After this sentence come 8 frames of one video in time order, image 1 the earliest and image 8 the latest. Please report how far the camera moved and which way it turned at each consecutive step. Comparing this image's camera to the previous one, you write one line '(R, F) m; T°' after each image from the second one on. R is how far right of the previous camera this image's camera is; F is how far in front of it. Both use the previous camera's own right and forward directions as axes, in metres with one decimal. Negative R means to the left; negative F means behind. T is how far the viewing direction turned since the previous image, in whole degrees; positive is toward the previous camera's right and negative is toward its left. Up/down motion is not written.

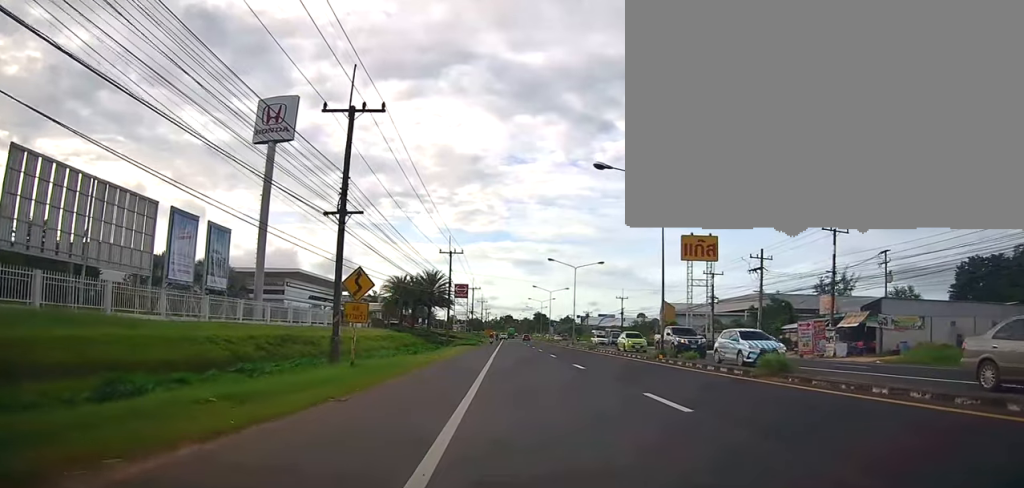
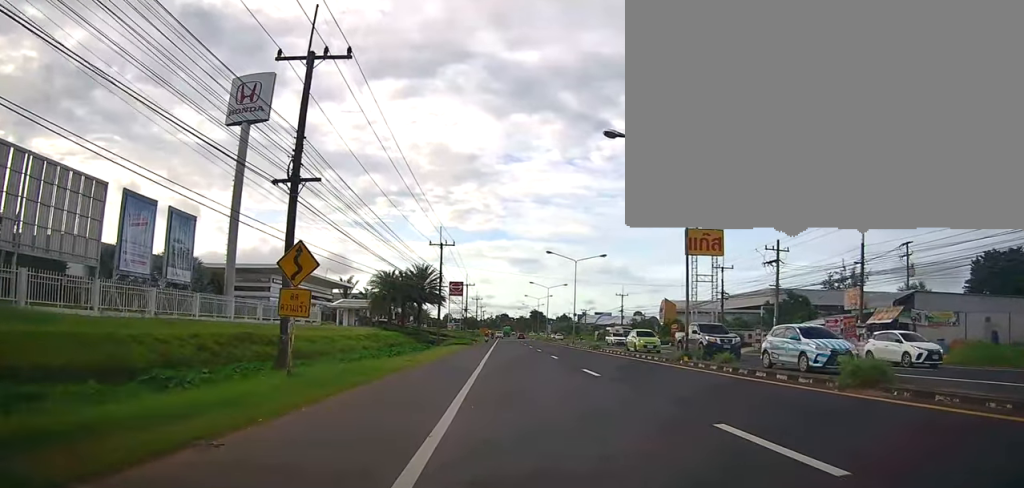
(+0.1, +4.2) m; +1°
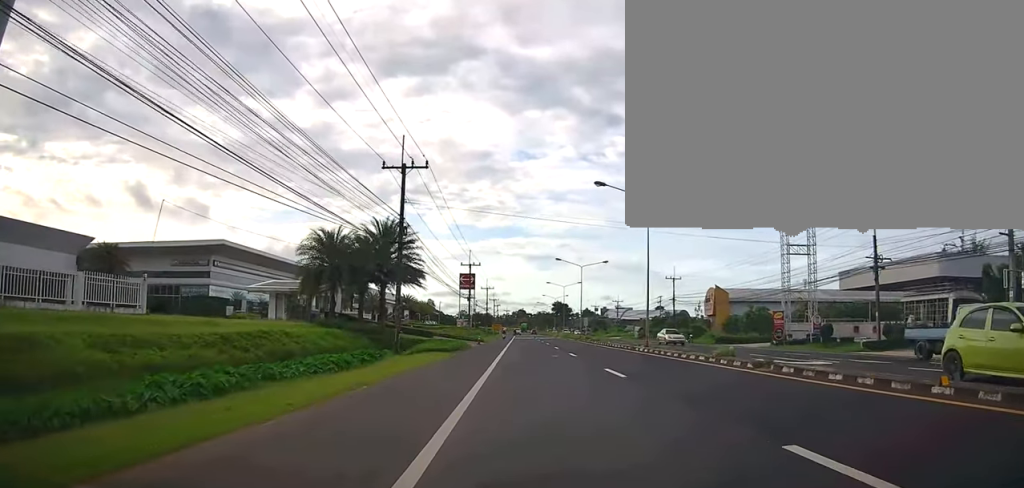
(-1.2, +25.5) m; -4°
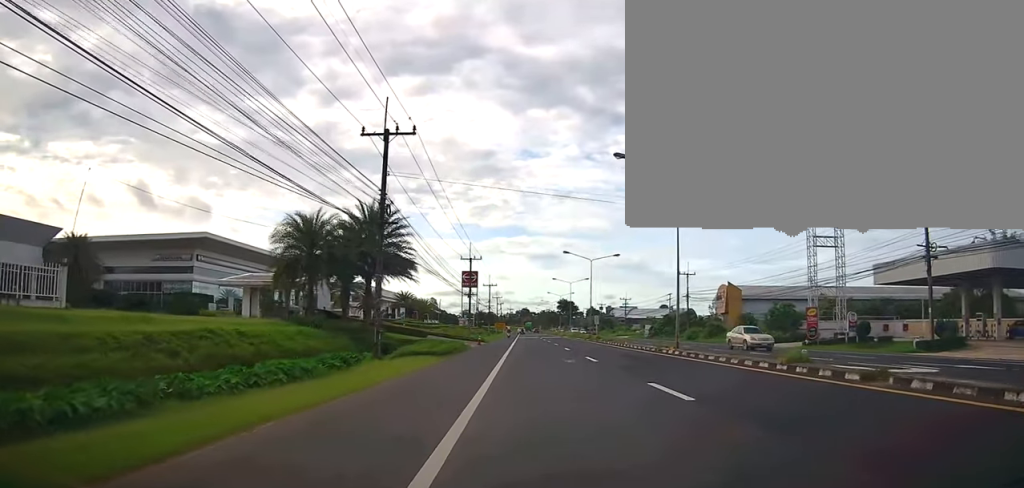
(+0.5, +5.5) m; +3°
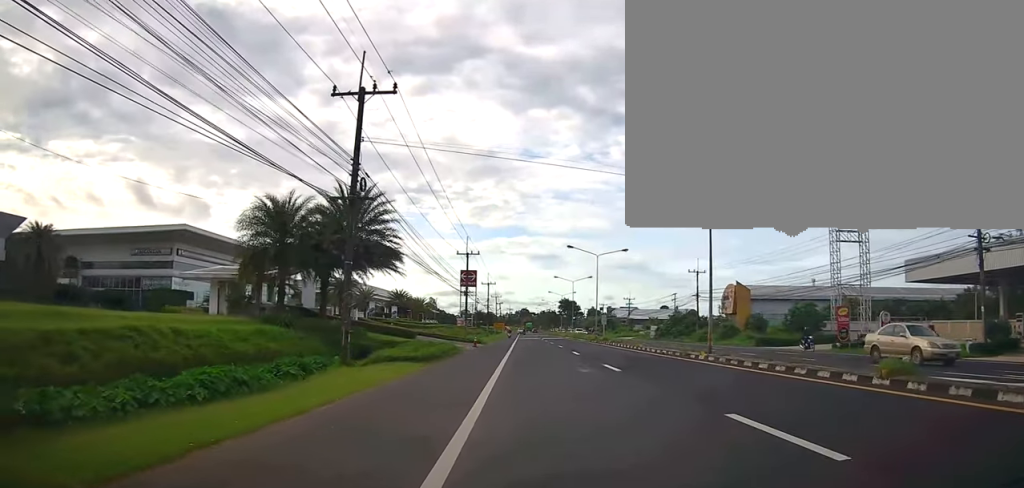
(+0.2, +4.8) m; +1°
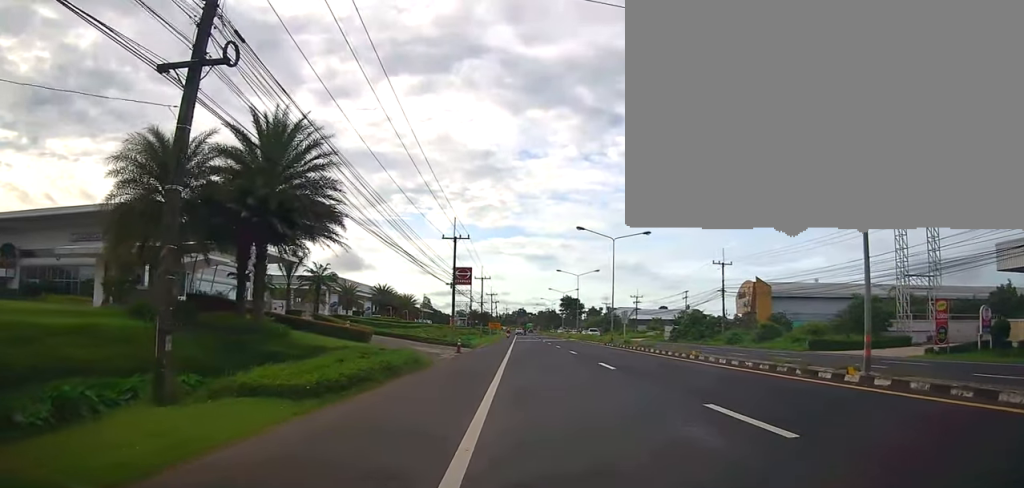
(-0.6, +11.3) m; -5°
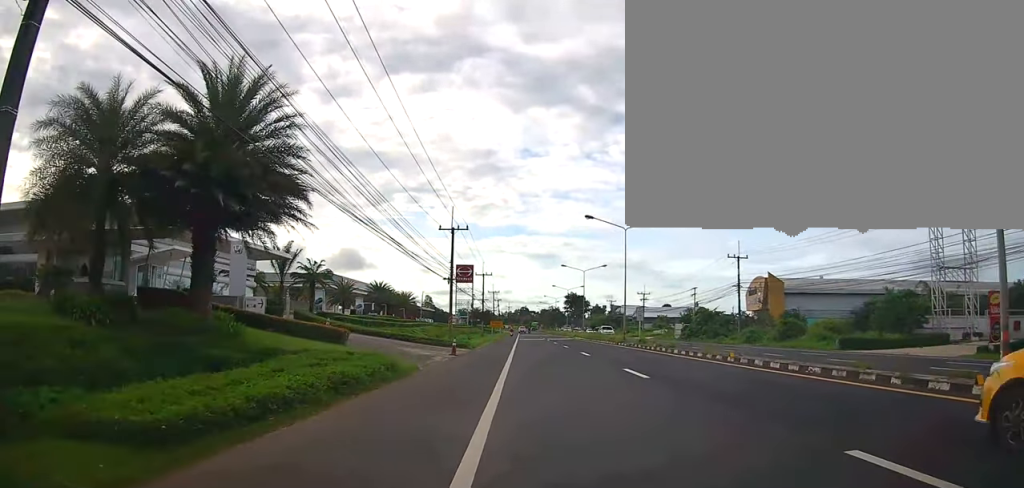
(-0.4, +4.3) m; -1°
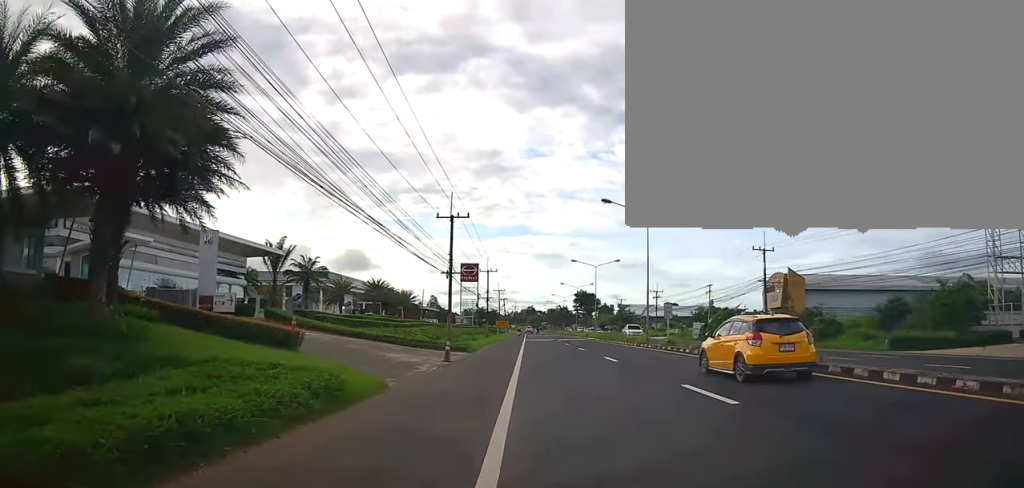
(+0.4, +5.5) m; +2°
